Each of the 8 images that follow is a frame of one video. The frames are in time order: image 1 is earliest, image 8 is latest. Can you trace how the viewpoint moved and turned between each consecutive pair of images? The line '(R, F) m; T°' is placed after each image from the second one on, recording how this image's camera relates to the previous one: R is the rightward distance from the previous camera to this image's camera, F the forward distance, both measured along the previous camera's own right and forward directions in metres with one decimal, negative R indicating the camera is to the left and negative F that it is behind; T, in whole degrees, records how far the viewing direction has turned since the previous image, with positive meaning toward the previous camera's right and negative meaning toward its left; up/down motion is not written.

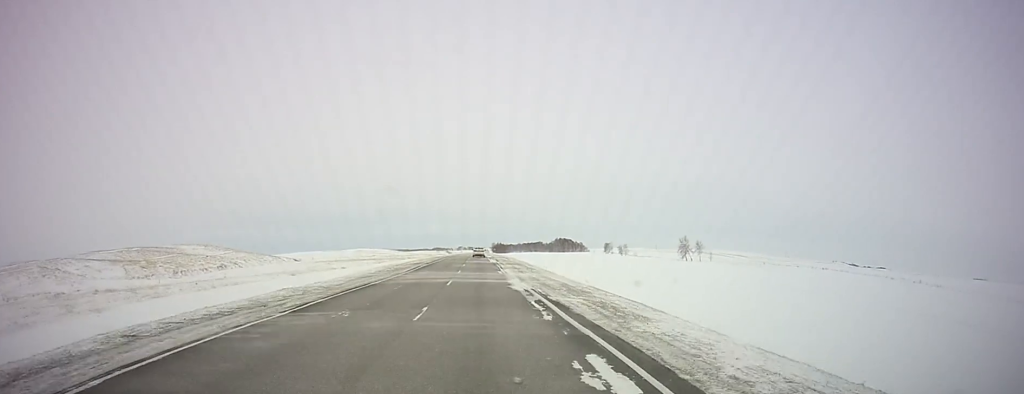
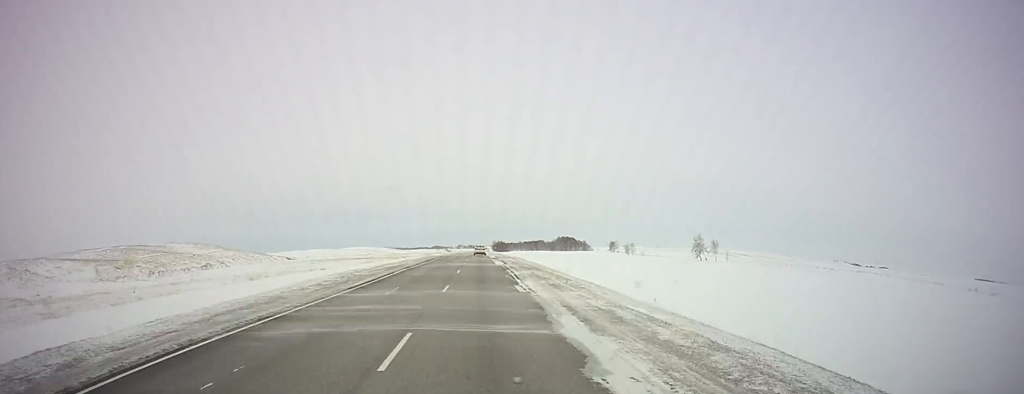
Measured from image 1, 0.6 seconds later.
(+0.1, +16.7) m; 0°
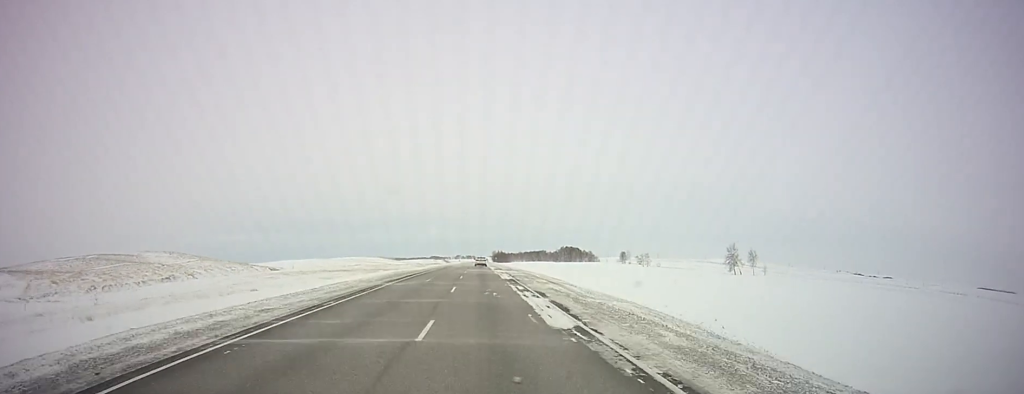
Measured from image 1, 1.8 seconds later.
(0.0, +33.3) m; 0°
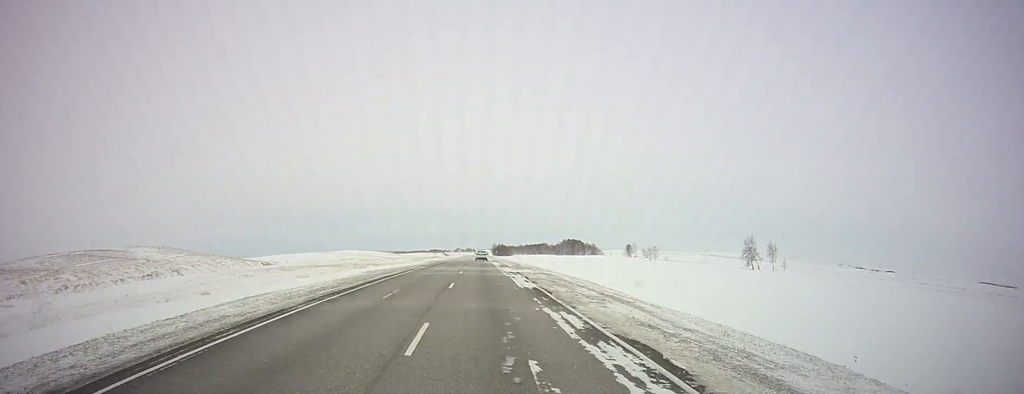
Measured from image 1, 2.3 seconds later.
(0.0, +13.8) m; 0°
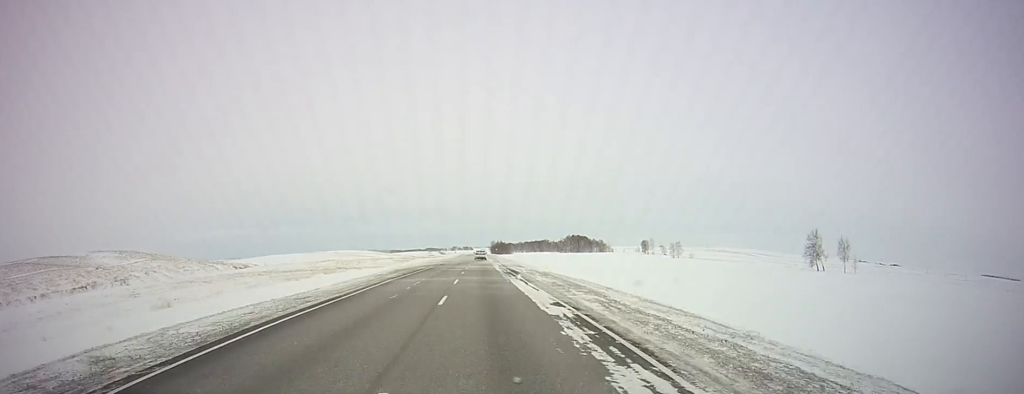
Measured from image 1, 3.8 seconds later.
(-0.1, +40.4) m; 0°
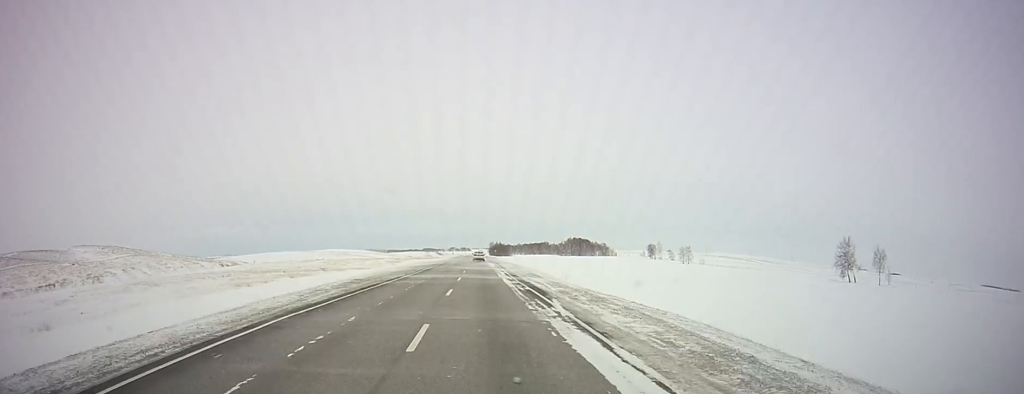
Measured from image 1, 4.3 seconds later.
(0.0, +15.6) m; 0°
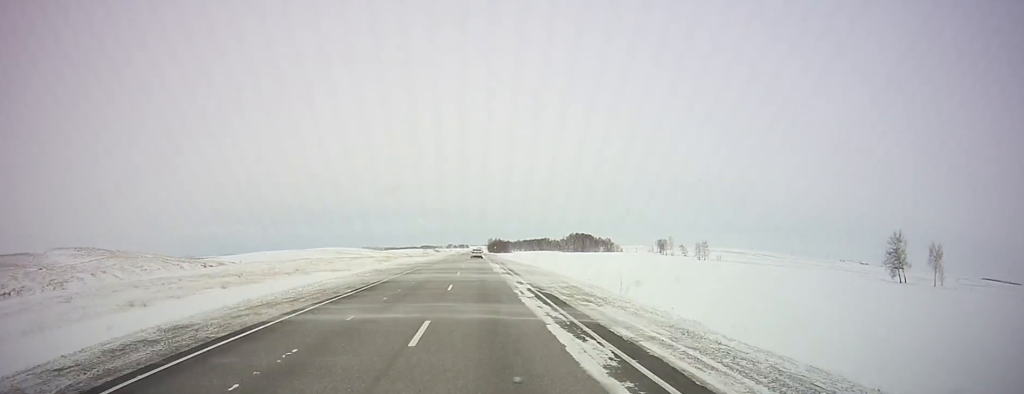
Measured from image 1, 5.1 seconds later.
(0.0, +20.2) m; +1°
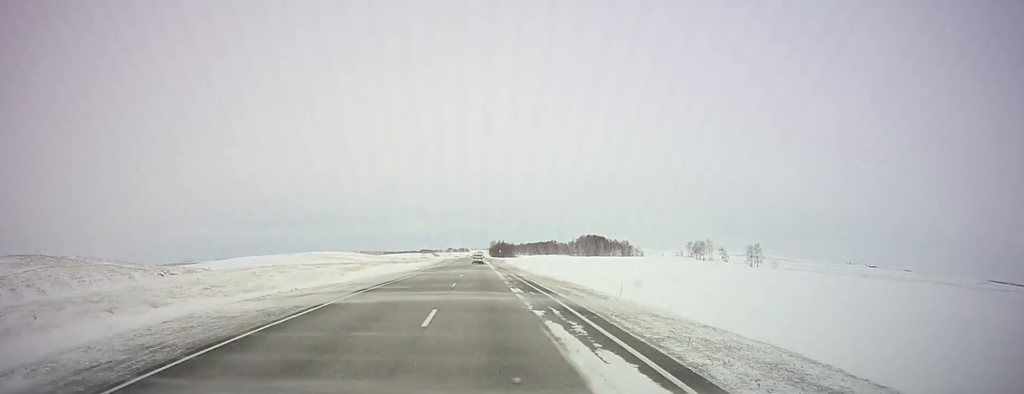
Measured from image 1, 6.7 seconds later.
(+0.5, +45.1) m; +1°
